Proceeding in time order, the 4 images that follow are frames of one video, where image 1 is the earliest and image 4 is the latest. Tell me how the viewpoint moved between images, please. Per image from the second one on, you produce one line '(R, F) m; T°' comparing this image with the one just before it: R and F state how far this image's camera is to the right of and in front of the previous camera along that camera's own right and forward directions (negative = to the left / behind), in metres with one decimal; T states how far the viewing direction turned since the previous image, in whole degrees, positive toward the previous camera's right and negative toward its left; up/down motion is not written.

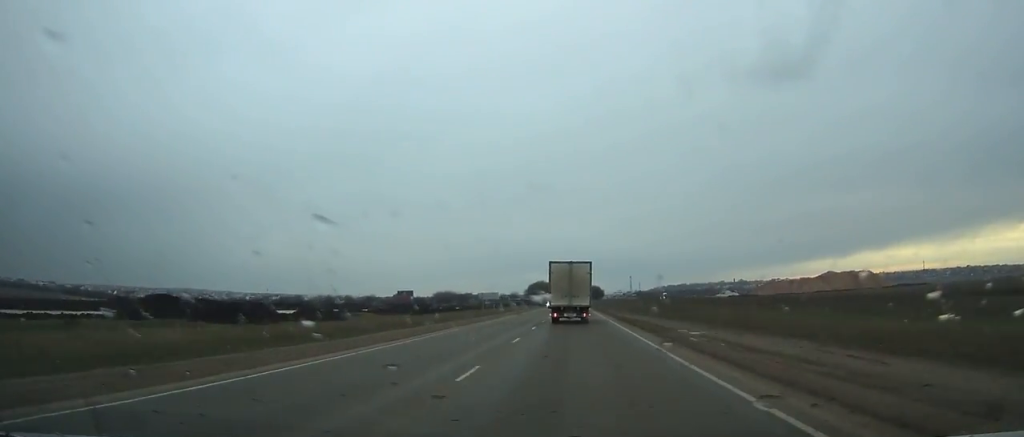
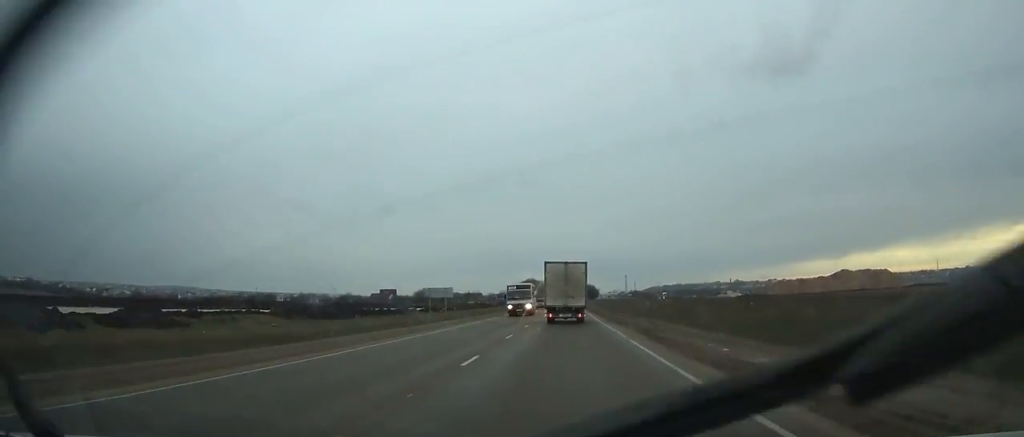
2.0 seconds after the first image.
(+0.1, +29.6) m; 0°
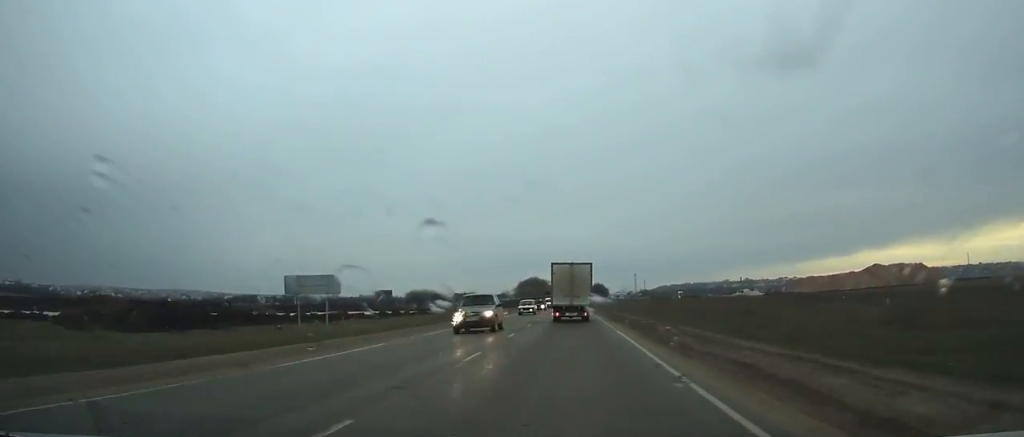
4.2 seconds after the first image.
(0.0, +32.3) m; 0°
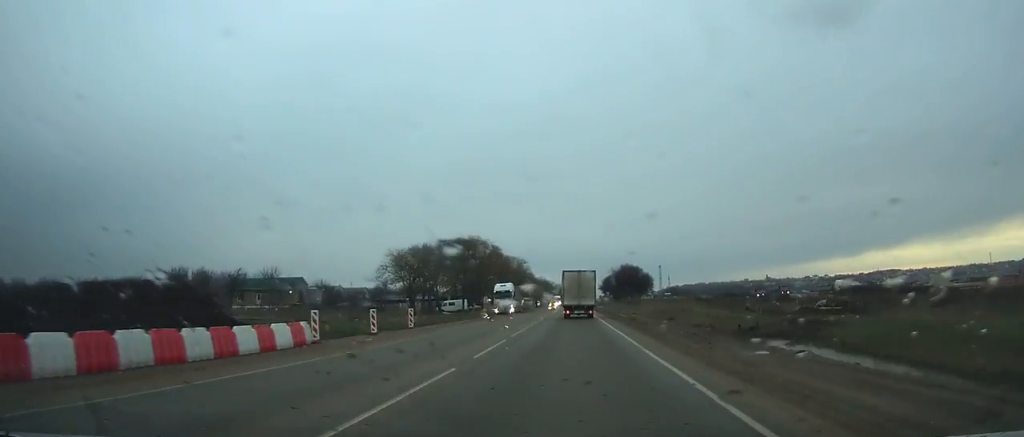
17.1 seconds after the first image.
(-0.9, +196.8) m; 0°
